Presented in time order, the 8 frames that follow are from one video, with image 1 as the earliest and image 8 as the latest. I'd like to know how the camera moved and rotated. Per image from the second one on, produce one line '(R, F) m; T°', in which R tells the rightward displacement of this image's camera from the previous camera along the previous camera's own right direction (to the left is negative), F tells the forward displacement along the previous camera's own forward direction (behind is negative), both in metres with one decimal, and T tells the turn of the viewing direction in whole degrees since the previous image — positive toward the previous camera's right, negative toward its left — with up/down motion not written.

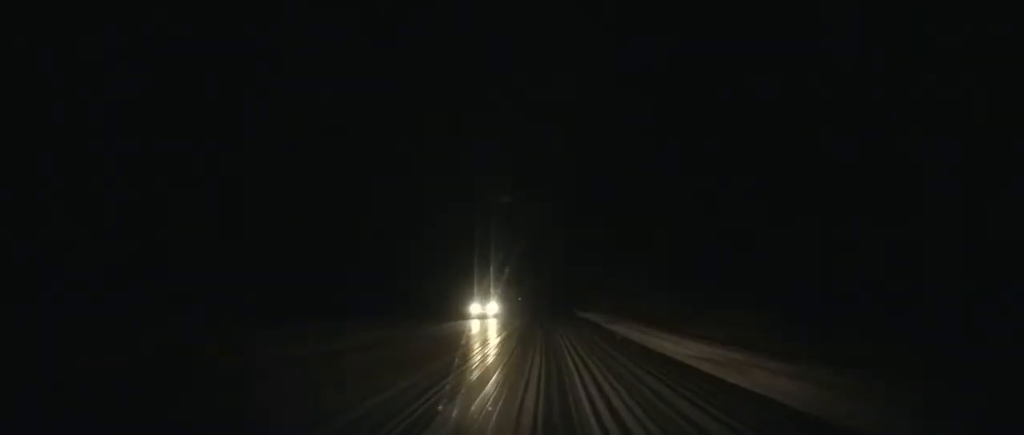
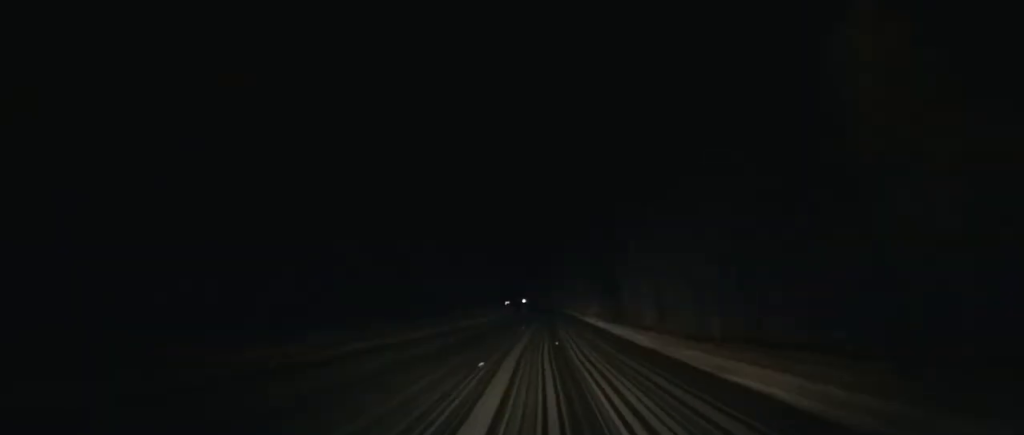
(-0.4, +50.3) m; -1°
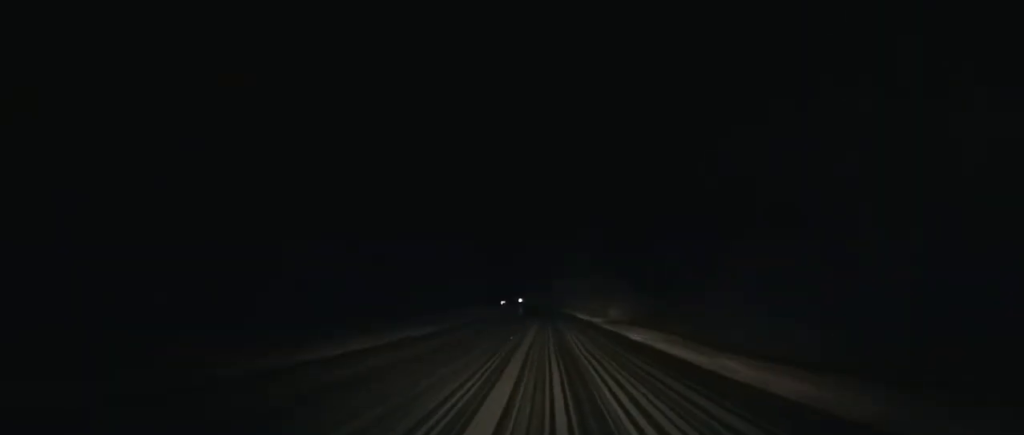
(-0.1, +31.2) m; 0°
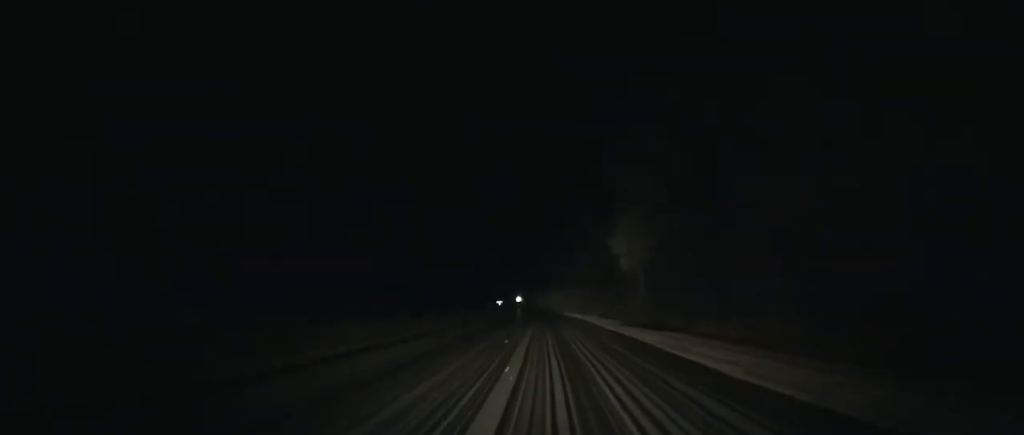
(-1.1, +120.9) m; -2°
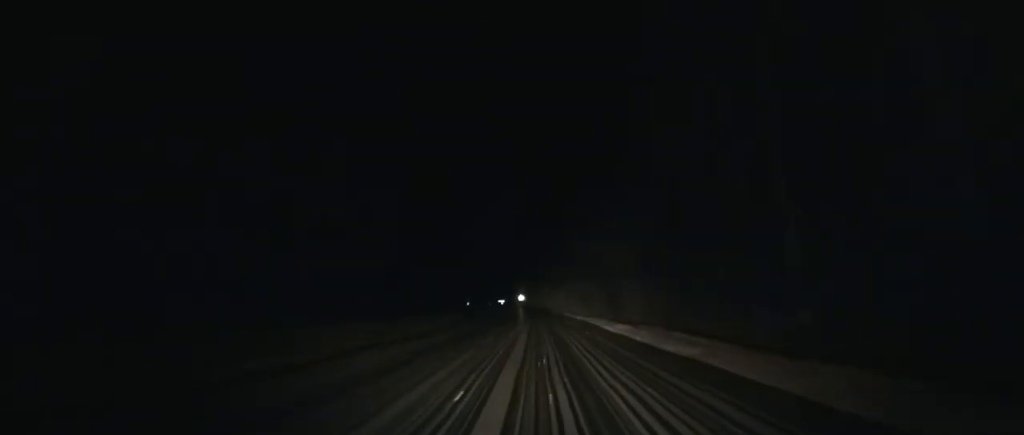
(+0.1, +30.2) m; -1°
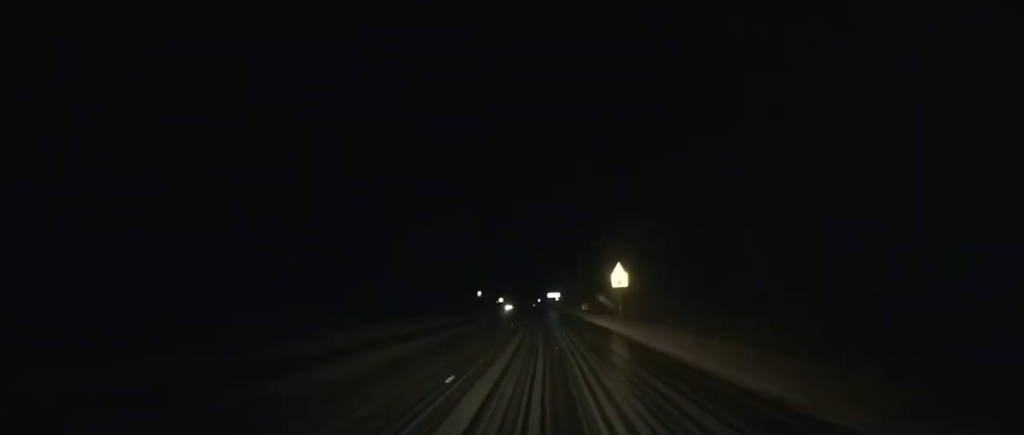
(-6.7, +138.9) m; -4°
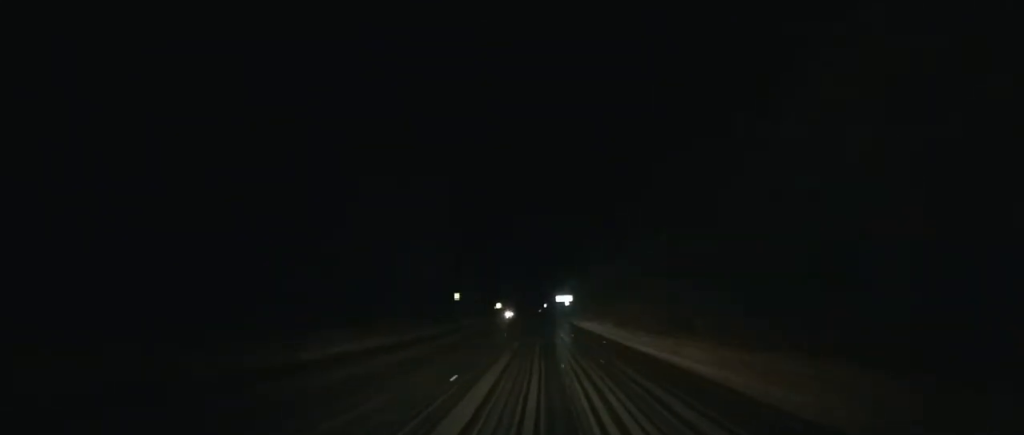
(-0.1, +40.5) m; 0°
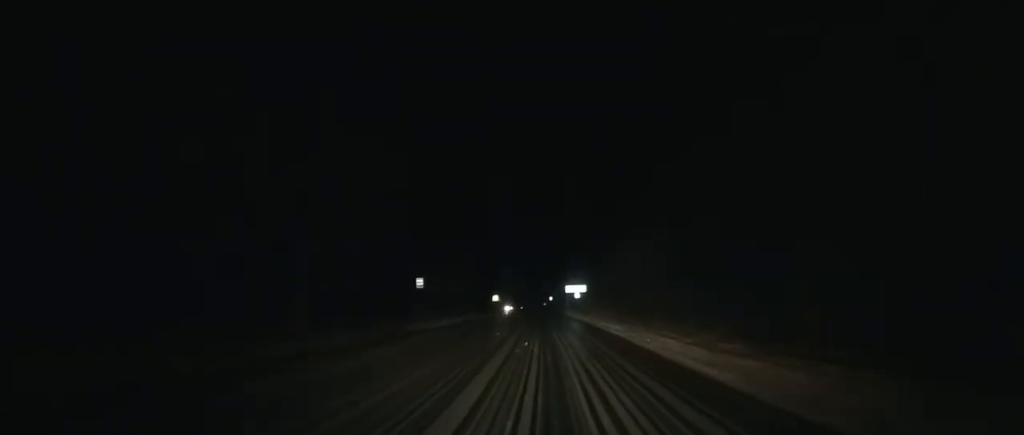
(-0.1, +29.0) m; 0°
